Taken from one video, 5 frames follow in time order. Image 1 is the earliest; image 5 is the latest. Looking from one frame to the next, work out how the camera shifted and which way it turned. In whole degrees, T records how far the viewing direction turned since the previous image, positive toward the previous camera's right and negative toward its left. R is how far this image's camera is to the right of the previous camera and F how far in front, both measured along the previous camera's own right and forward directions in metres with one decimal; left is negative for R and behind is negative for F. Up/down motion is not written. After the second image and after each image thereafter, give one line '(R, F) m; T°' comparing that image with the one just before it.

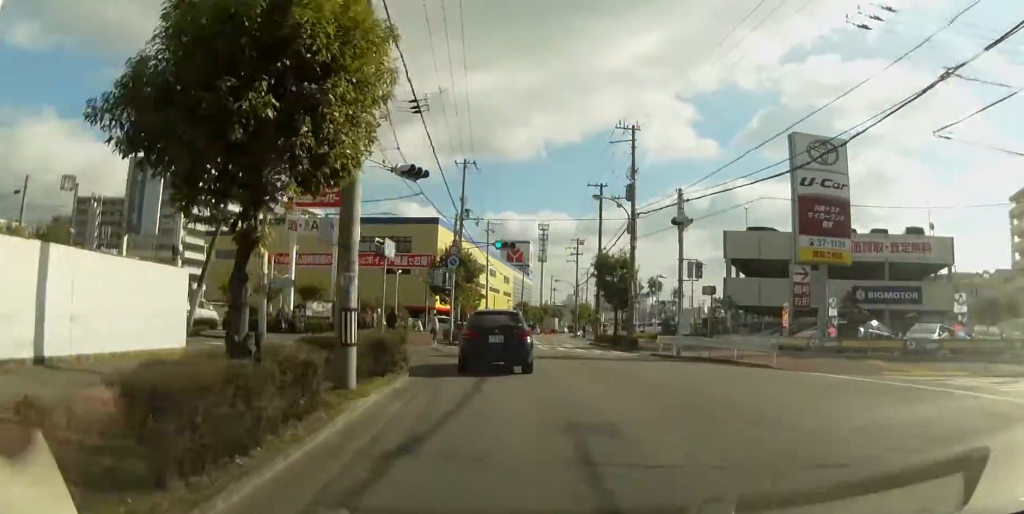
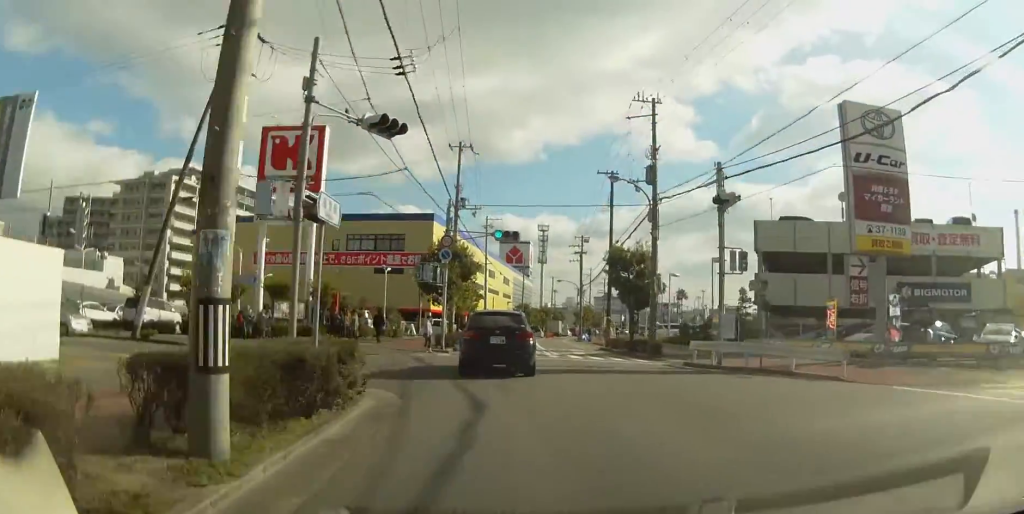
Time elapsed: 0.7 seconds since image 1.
(0.0, +7.5) m; 0°
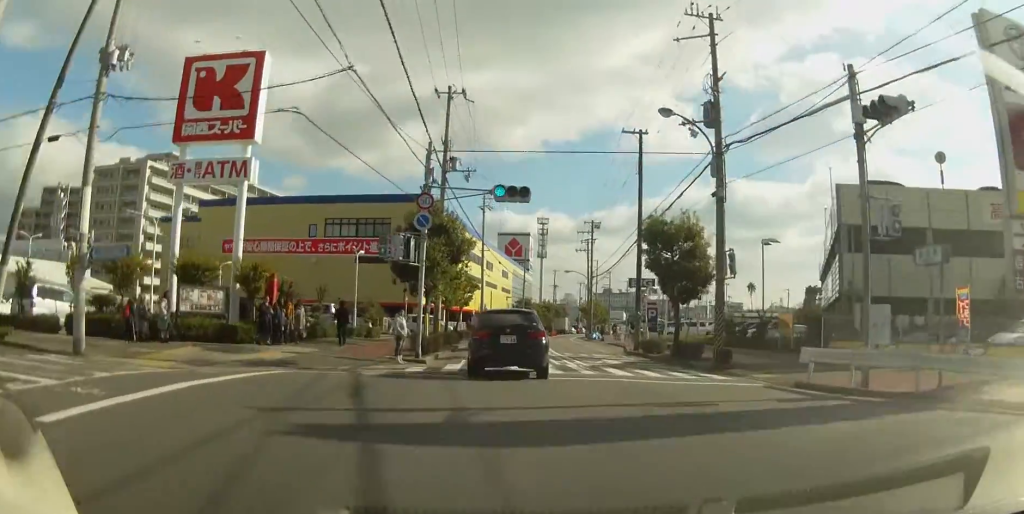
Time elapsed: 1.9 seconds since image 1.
(+0.1, +11.6) m; 0°
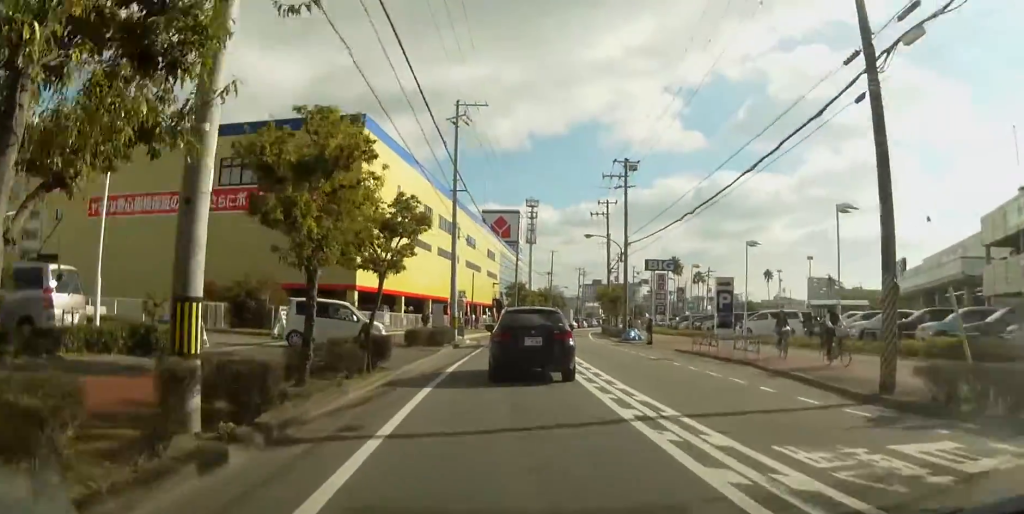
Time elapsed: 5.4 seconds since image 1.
(0.0, +23.2) m; +1°
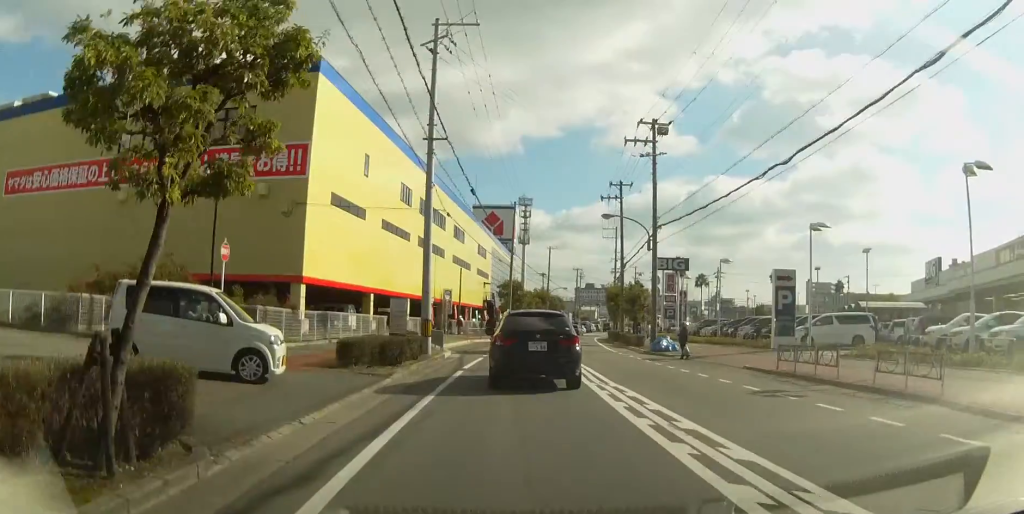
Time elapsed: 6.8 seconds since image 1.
(+0.4, +9.0) m; +4°
